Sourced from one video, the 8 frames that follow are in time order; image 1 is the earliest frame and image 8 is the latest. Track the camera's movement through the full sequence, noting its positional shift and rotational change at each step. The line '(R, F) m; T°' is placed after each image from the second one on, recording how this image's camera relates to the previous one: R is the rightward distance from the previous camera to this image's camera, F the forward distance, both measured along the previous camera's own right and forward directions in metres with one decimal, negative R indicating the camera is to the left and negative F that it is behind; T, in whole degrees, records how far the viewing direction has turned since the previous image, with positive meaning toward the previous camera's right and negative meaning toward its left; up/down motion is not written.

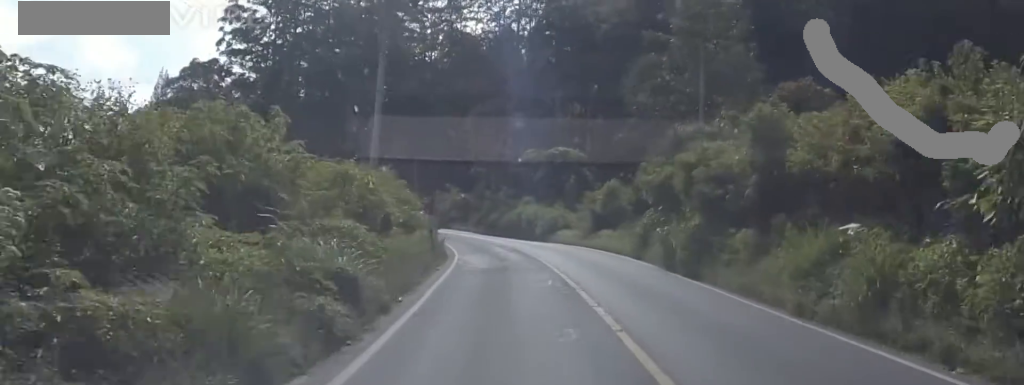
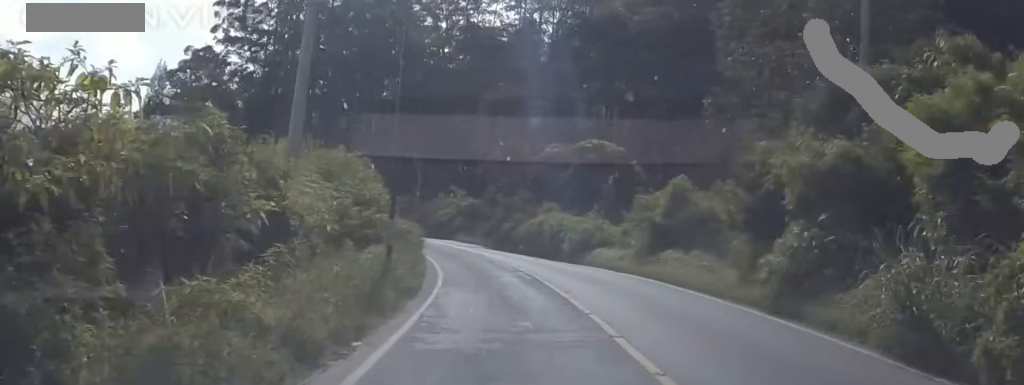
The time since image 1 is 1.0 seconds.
(+1.7, +14.1) m; 0°
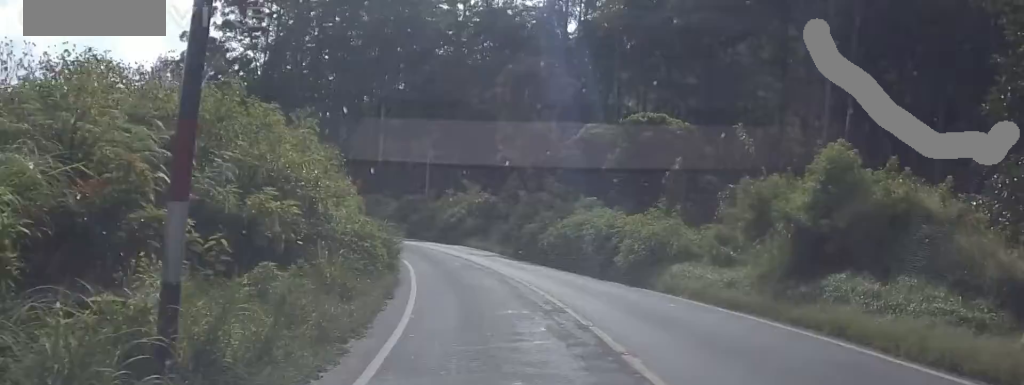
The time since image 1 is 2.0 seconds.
(-1.6, +13.0) m; -8°
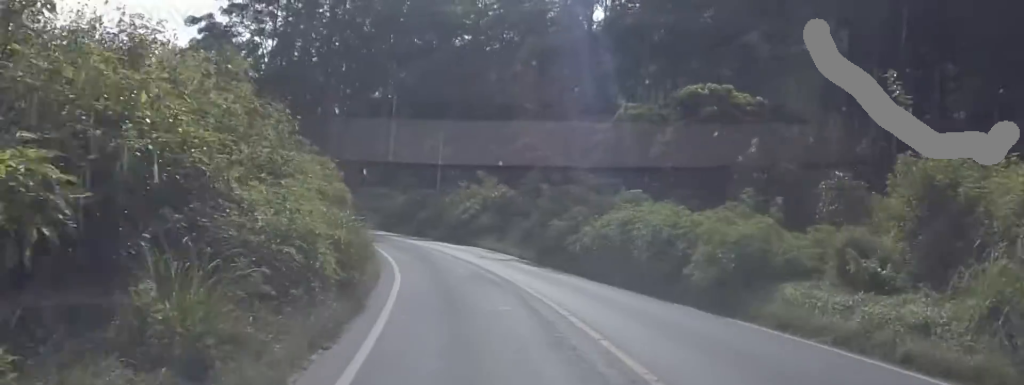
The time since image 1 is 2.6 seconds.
(-0.2, +7.7) m; -1°
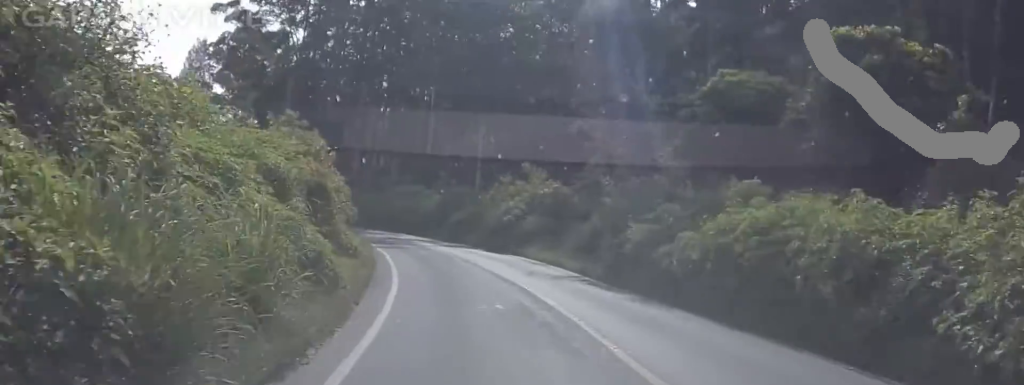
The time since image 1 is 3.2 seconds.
(0.0, +9.3) m; 0°
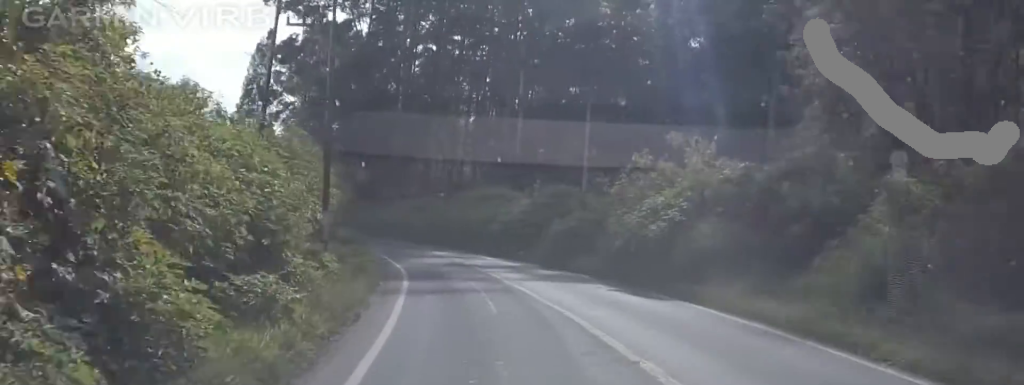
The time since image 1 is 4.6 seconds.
(-0.1, +18.5) m; -4°
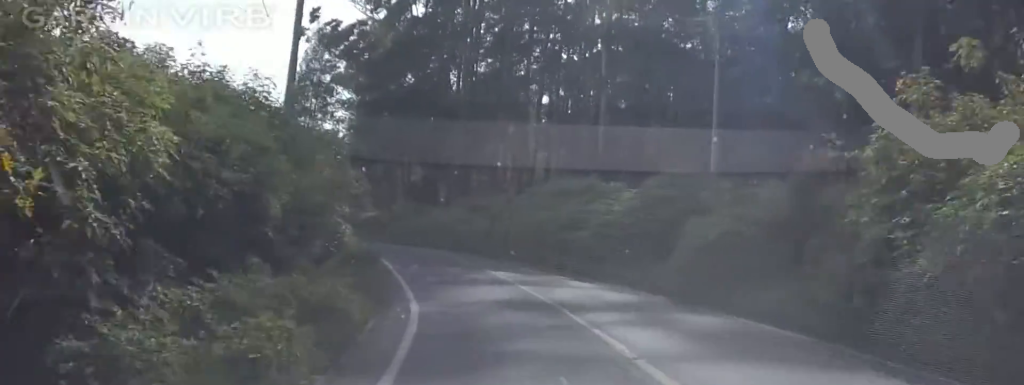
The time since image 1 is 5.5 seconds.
(-0.7, +13.9) m; -7°
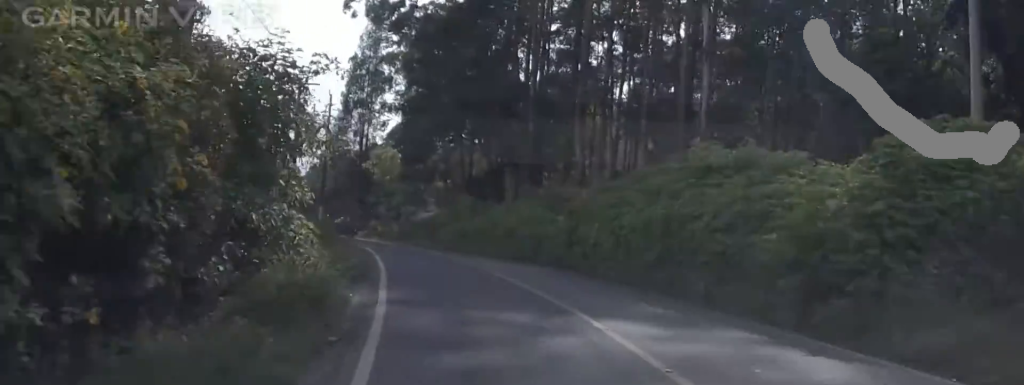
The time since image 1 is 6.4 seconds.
(-1.1, +13.6) m; -4°
